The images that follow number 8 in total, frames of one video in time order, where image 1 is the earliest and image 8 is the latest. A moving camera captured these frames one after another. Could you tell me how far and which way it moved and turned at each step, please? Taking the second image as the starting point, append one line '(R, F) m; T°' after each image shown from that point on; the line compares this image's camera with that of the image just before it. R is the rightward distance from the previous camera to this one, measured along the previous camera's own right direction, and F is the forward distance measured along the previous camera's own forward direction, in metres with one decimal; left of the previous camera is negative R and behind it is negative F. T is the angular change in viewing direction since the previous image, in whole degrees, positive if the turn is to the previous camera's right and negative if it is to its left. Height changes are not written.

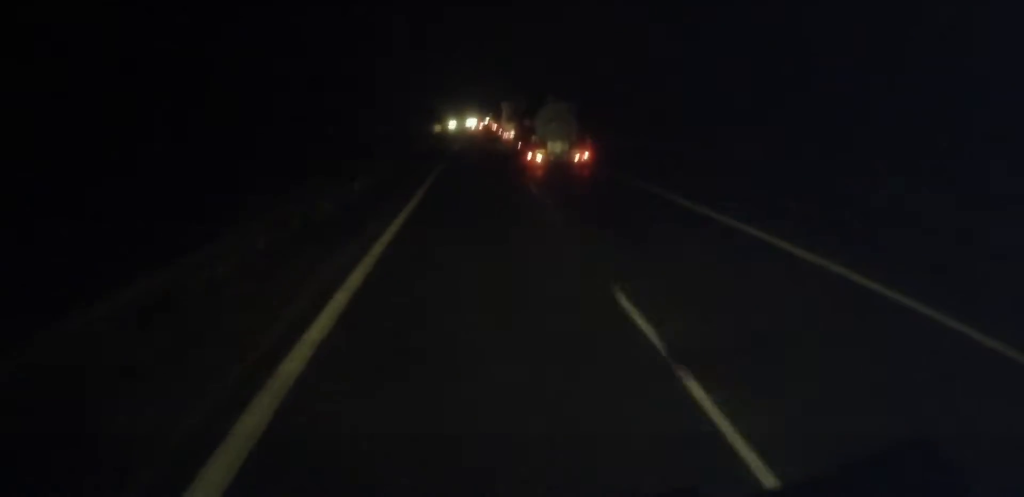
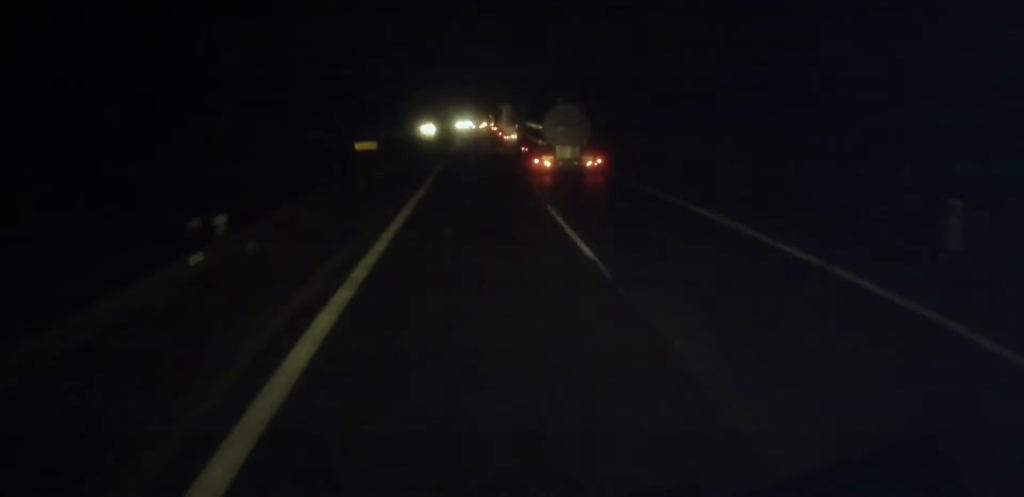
(+0.3, +43.0) m; 0°
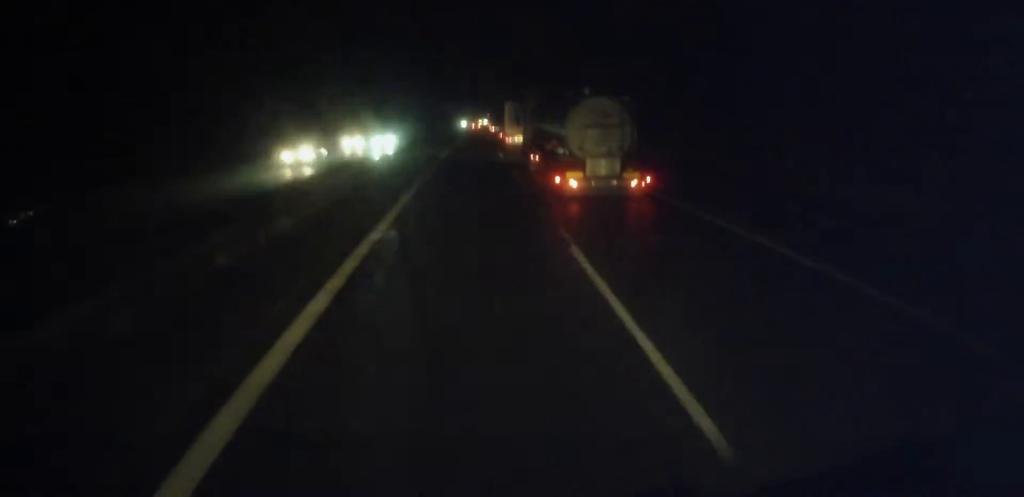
(+0.9, +109.1) m; +1°
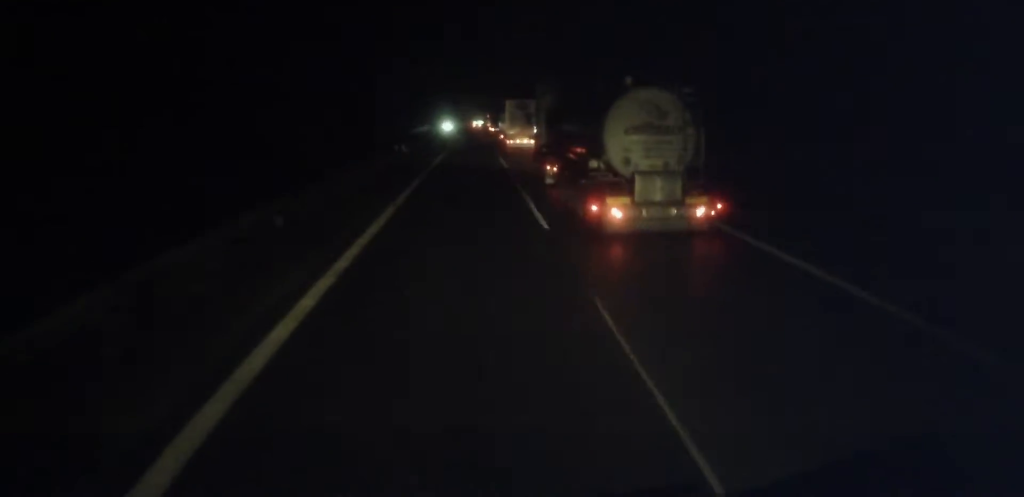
(+0.2, +59.5) m; 0°
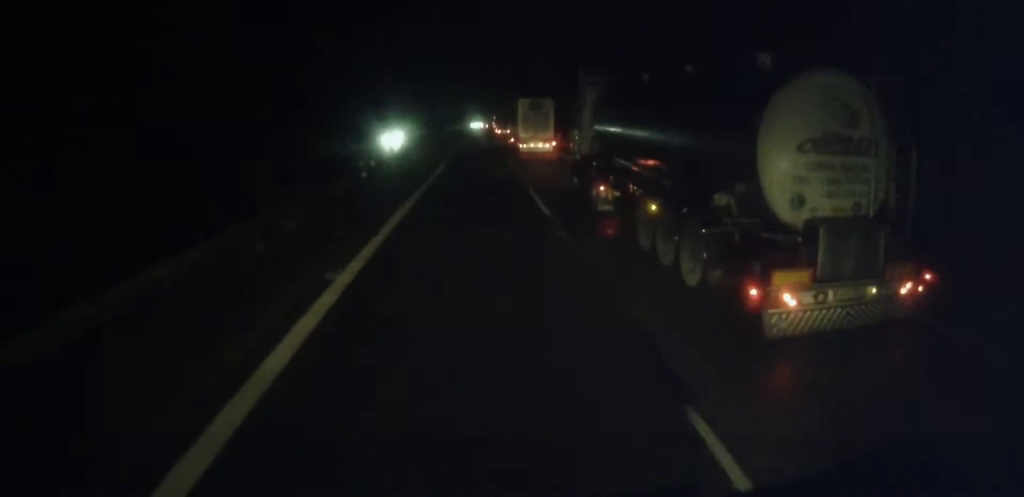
(0.0, +65.9) m; 0°
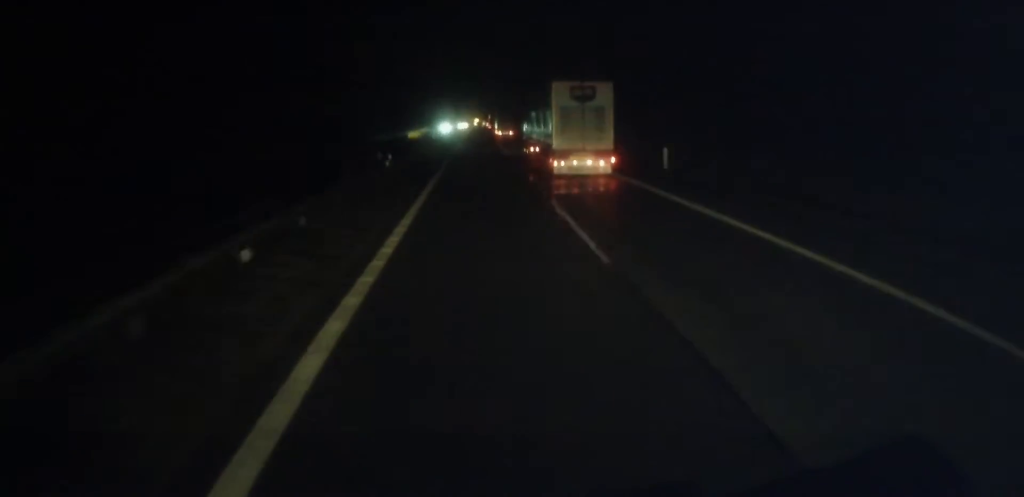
(+2.5, +243.6) m; +1°
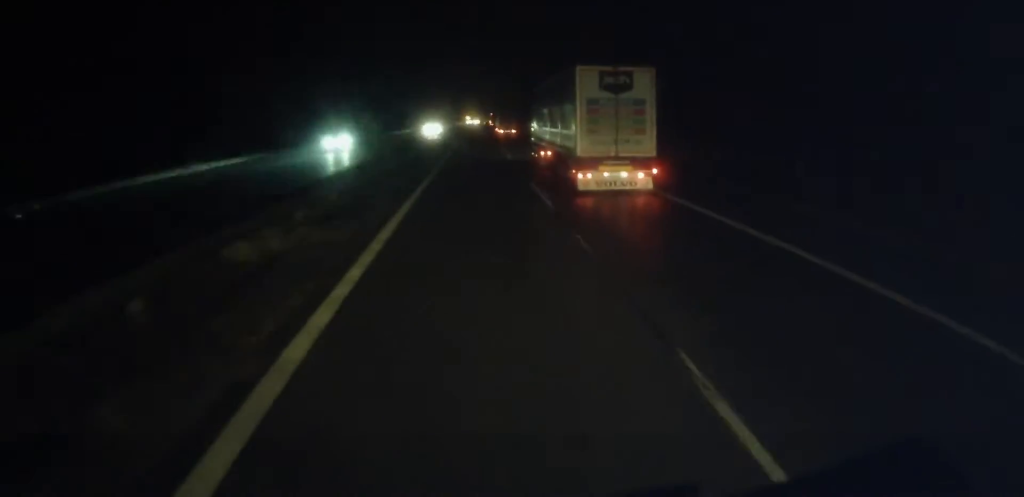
(+0.4, +79.2) m; +1°
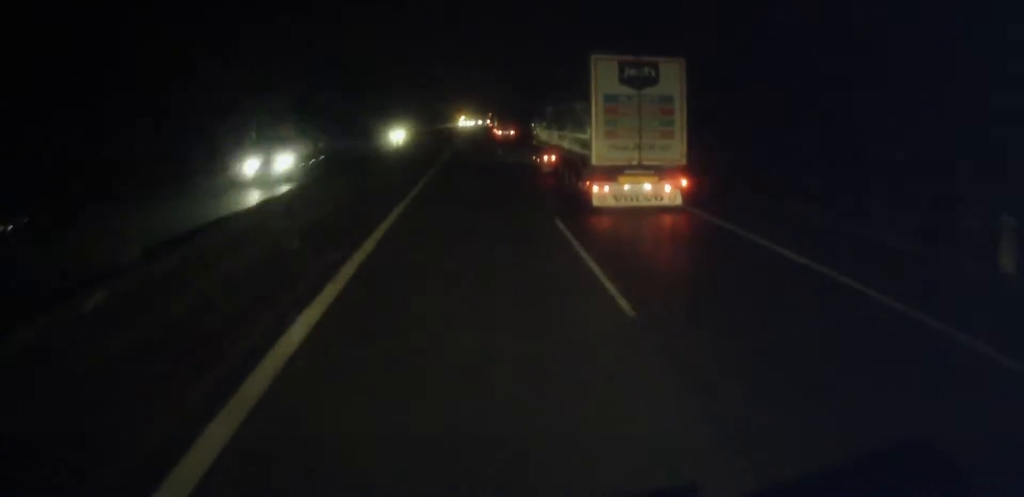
(+0.1, +42.9) m; 0°
